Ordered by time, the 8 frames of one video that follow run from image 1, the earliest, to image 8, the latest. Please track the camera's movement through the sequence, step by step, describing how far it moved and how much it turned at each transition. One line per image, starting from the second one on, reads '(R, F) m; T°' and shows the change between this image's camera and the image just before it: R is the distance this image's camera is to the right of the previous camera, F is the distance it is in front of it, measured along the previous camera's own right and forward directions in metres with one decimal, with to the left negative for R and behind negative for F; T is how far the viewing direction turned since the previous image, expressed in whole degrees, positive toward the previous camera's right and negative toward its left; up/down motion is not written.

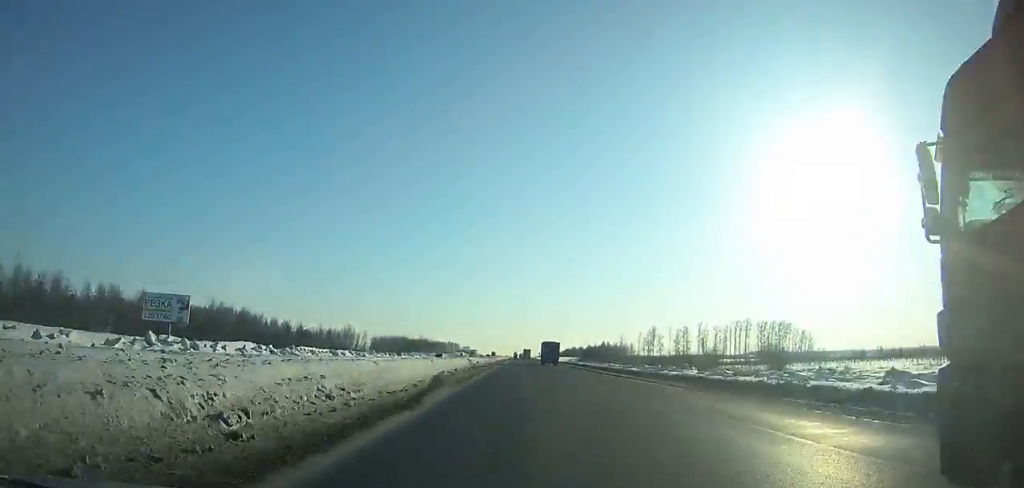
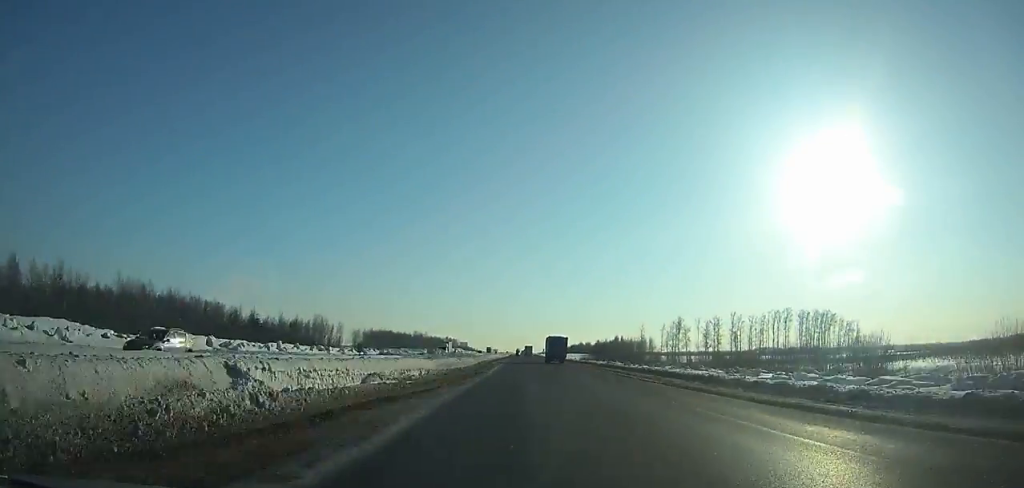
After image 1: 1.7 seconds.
(-0.1, +46.8) m; 0°
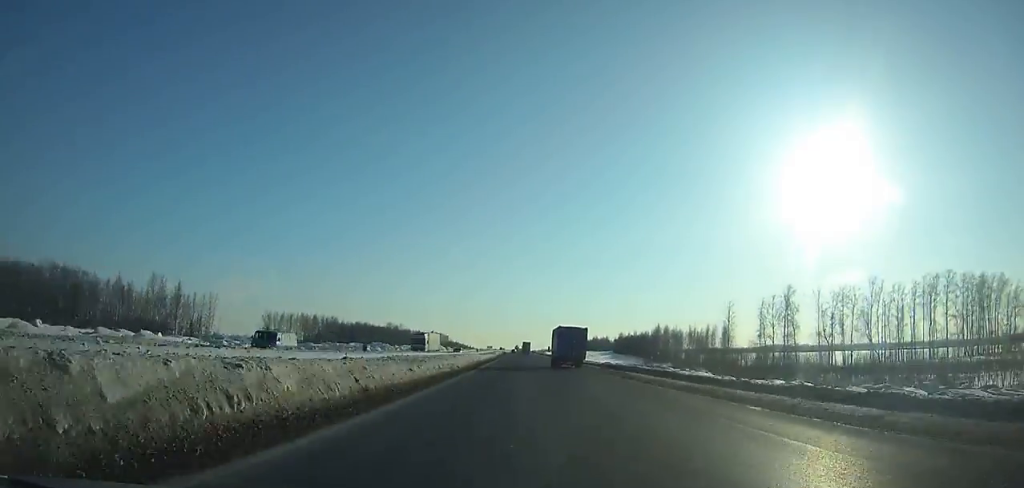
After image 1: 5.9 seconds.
(+0.1, +116.5) m; 0°
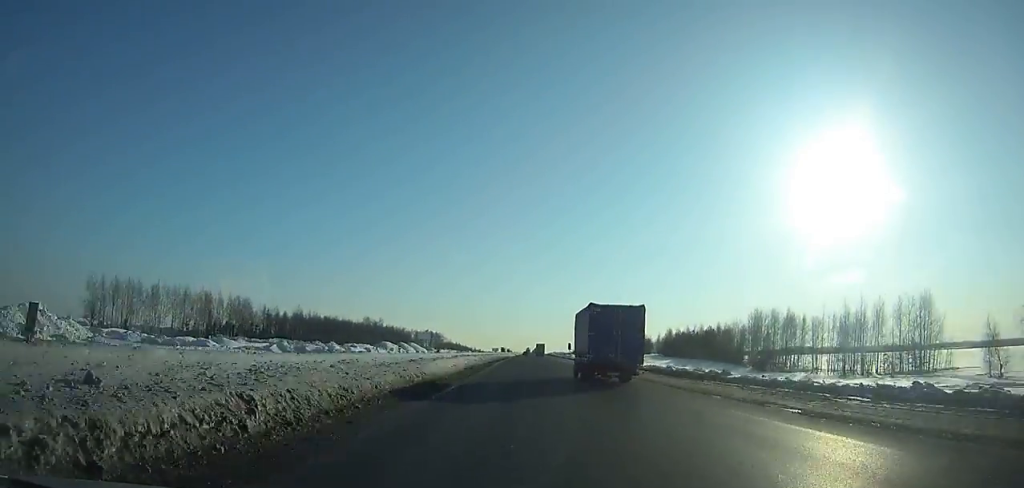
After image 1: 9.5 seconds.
(-0.4, +99.6) m; 0°
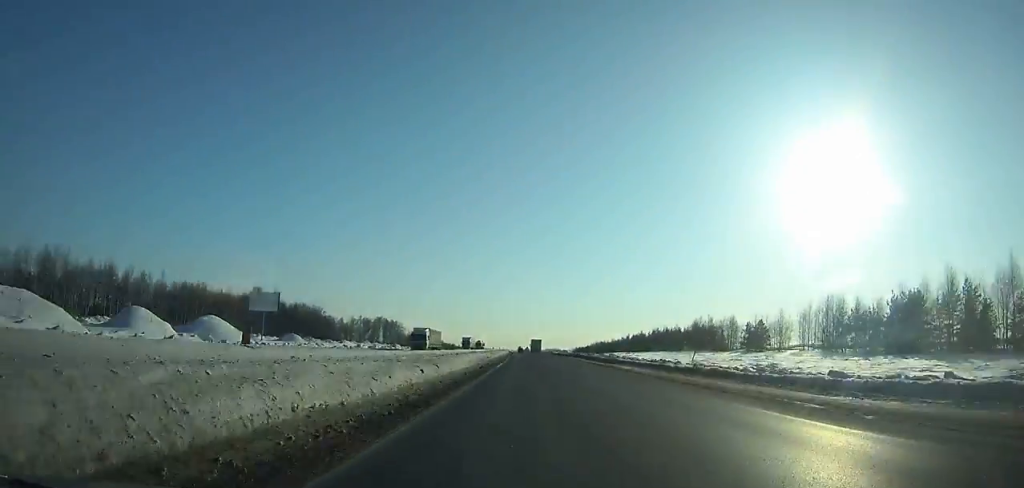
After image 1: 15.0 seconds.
(+0.5, +150.2) m; 0°
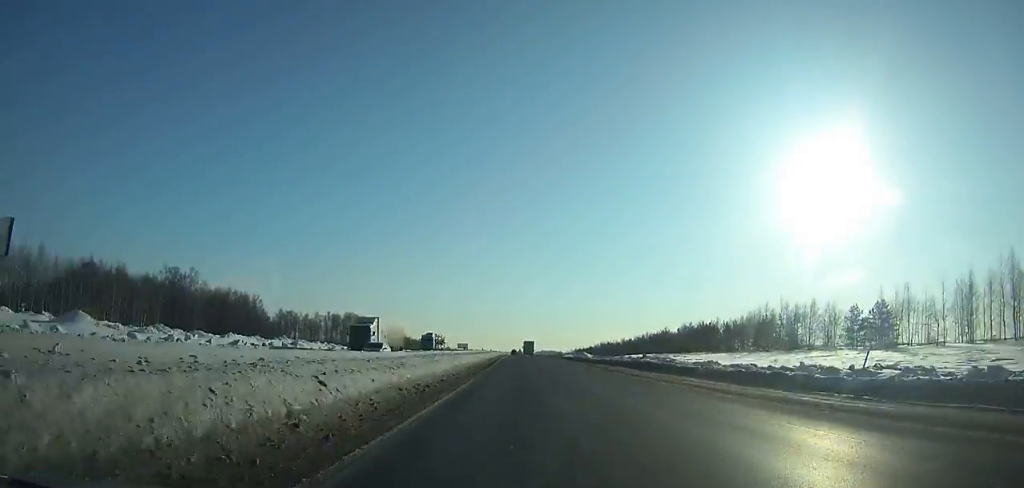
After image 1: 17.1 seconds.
(+0.1, +56.6) m; 0°
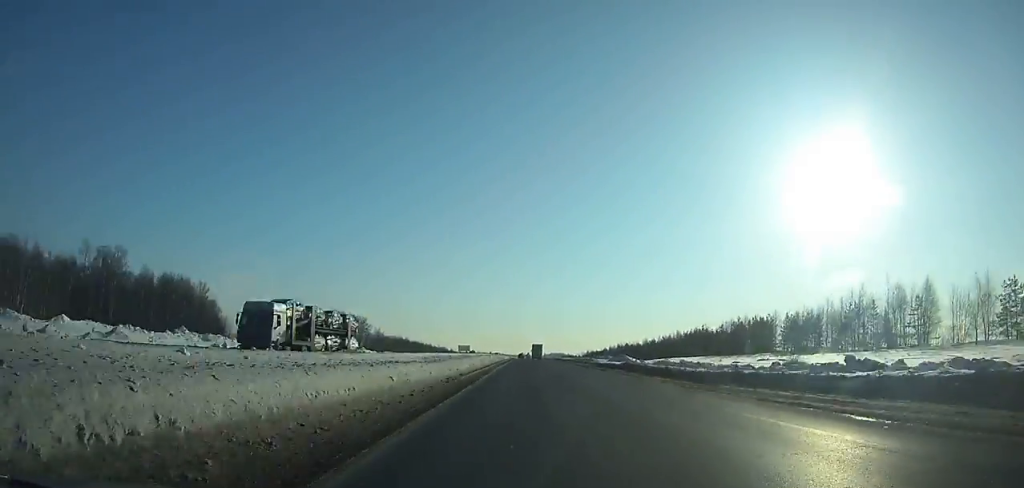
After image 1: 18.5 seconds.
(-0.1, +37.3) m; 0°
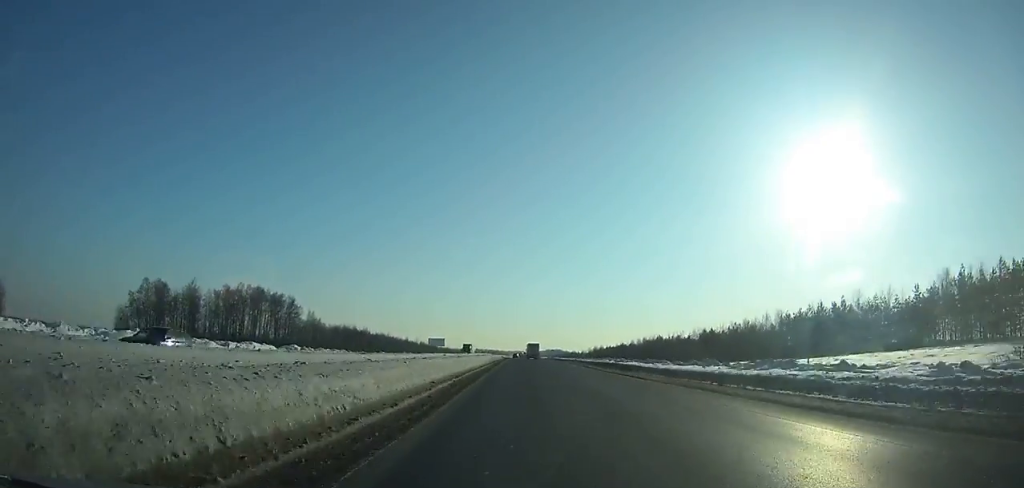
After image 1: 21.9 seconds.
(+0.2, +89.6) m; 0°
